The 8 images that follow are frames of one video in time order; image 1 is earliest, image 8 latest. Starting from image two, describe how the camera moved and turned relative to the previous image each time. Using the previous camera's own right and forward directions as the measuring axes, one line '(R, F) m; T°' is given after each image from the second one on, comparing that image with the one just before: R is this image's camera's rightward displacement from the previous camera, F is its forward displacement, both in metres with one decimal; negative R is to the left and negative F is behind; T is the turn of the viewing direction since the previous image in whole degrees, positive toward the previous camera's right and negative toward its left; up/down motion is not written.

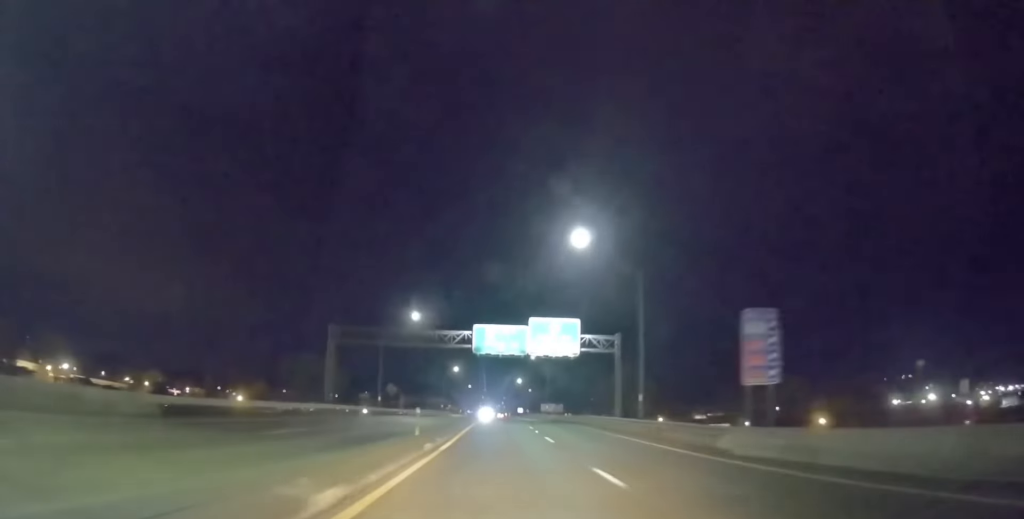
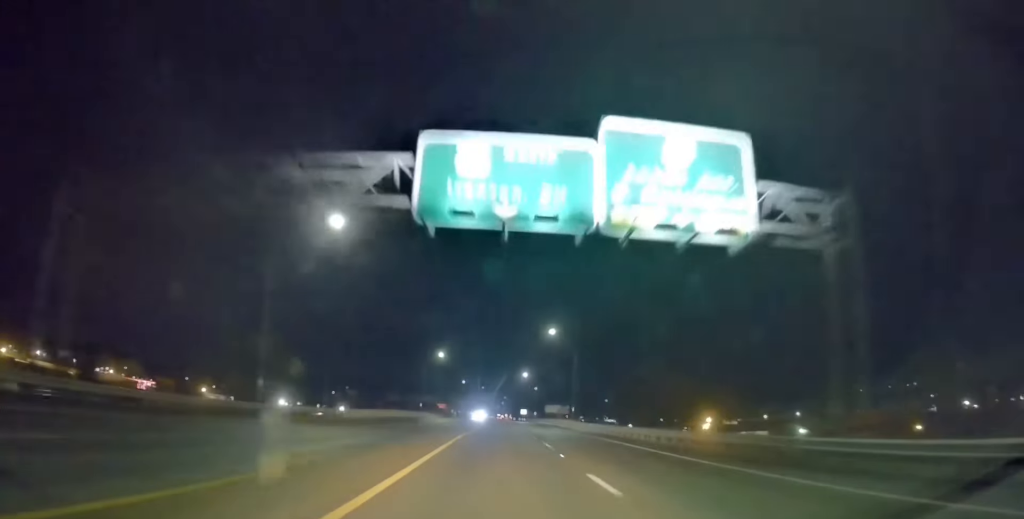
(+1.2, +37.2) m; +1°
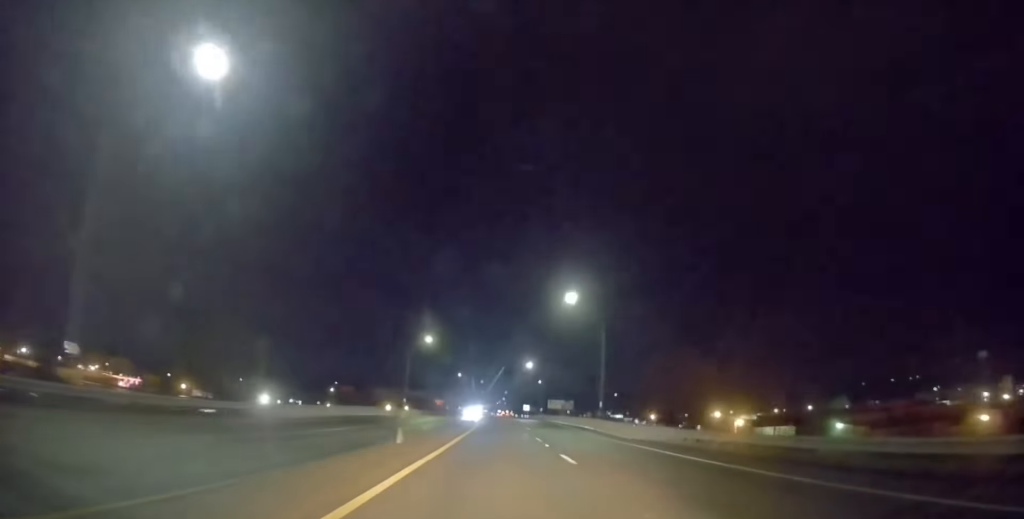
(-0.2, +18.2) m; -1°
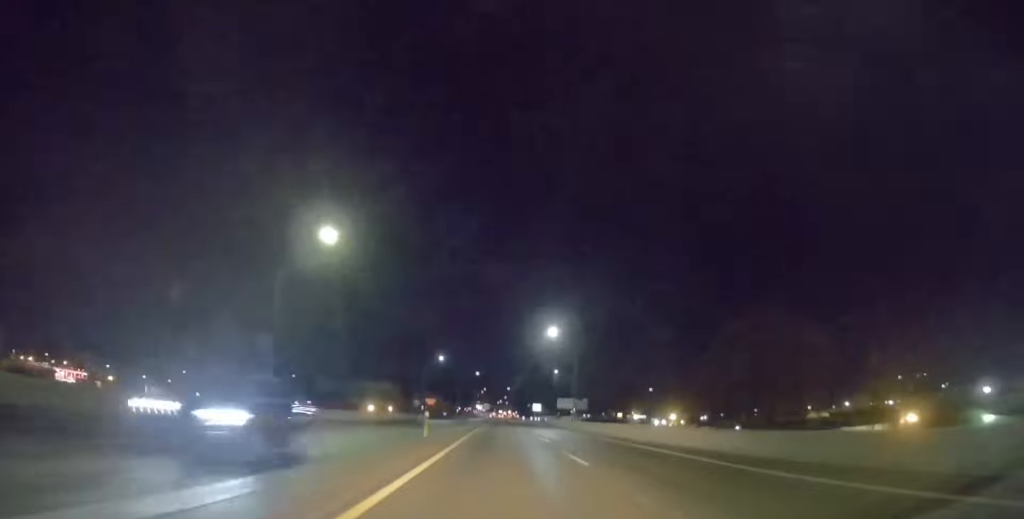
(+0.1, +50.6) m; +1°
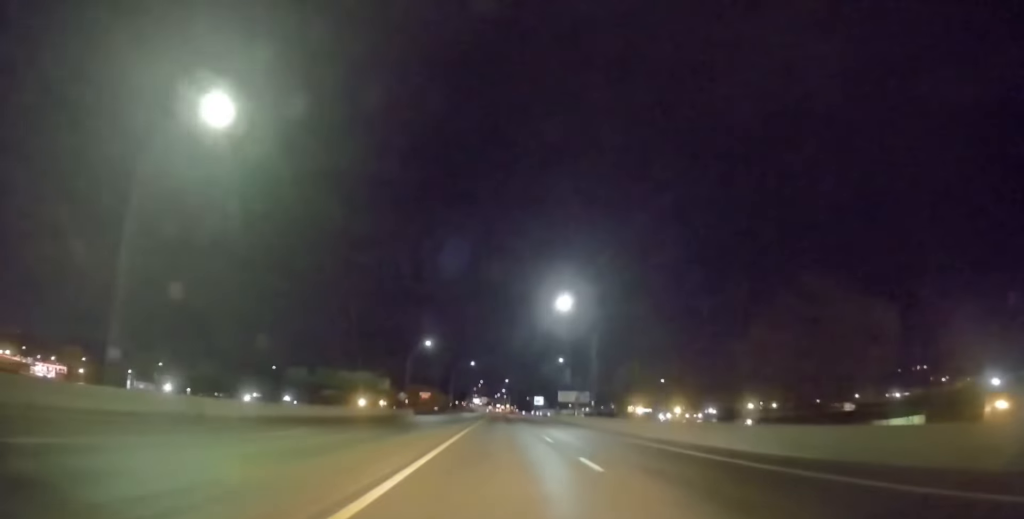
(+0.4, +15.5) m; 0°
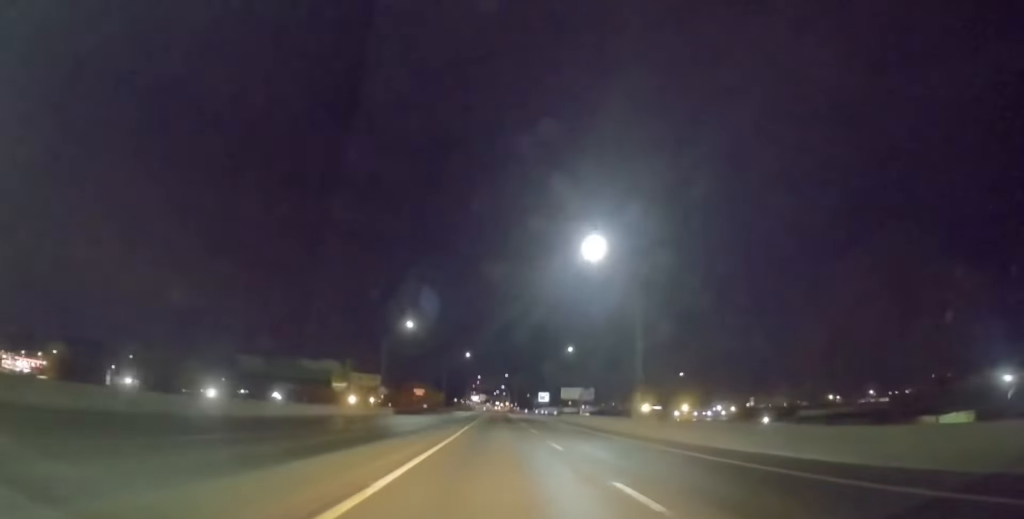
(-0.7, +17.6) m; 0°
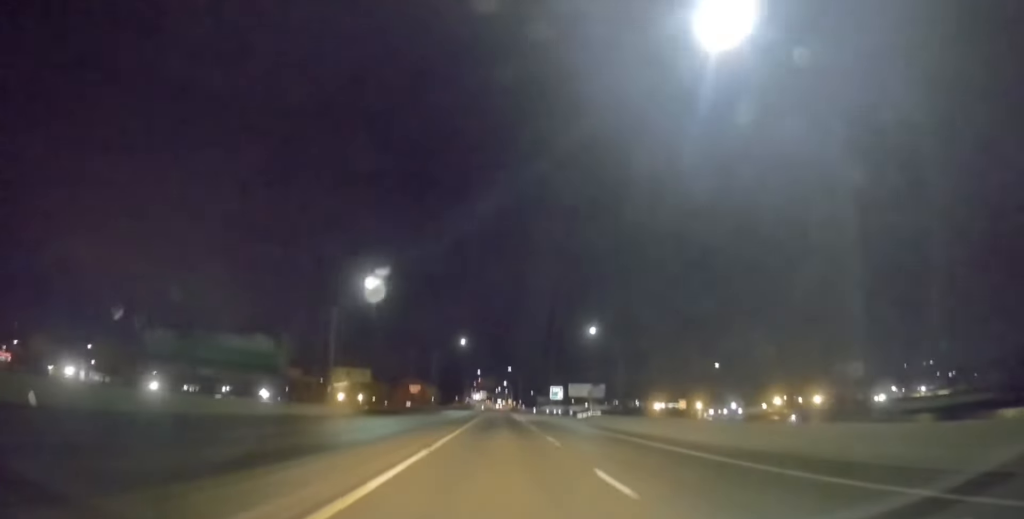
(+0.5, +22.3) m; +1°
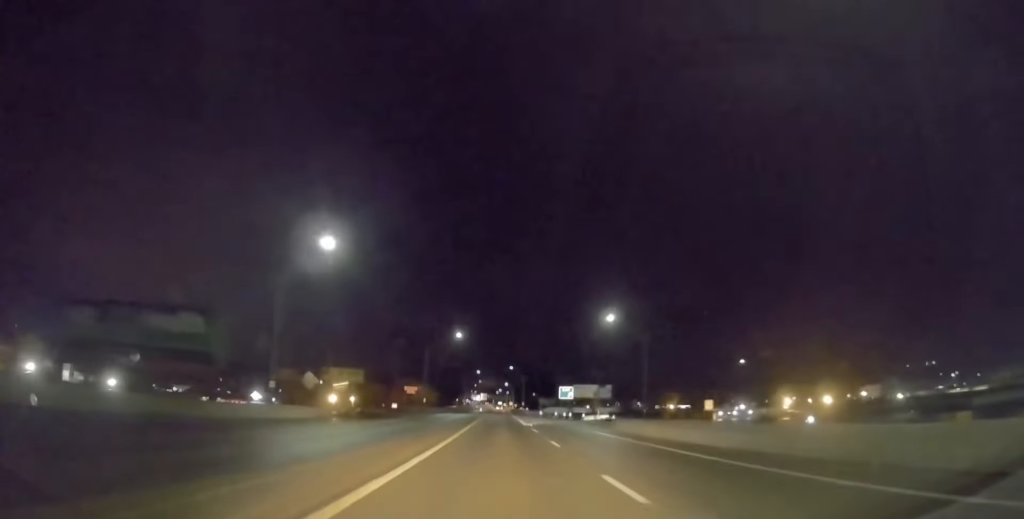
(+0.1, +13.0) m; 0°
